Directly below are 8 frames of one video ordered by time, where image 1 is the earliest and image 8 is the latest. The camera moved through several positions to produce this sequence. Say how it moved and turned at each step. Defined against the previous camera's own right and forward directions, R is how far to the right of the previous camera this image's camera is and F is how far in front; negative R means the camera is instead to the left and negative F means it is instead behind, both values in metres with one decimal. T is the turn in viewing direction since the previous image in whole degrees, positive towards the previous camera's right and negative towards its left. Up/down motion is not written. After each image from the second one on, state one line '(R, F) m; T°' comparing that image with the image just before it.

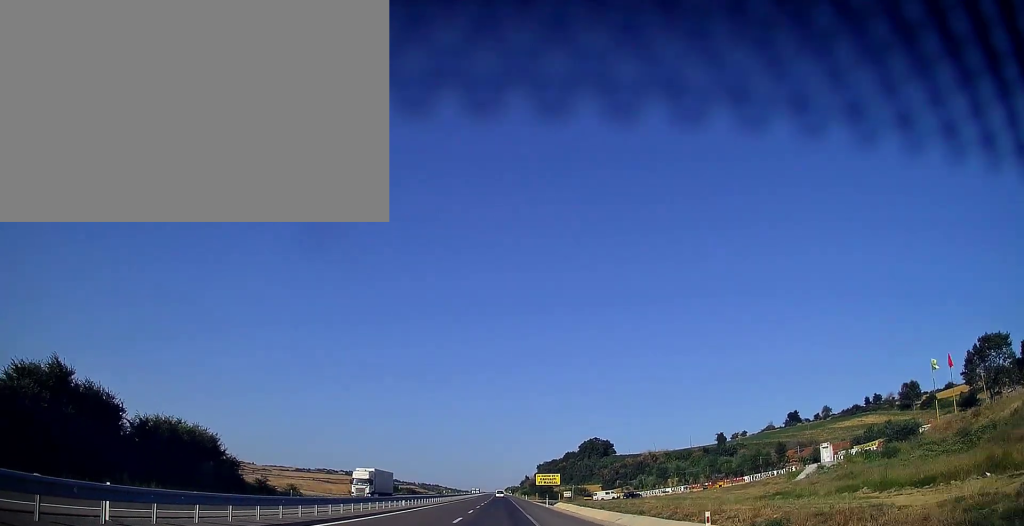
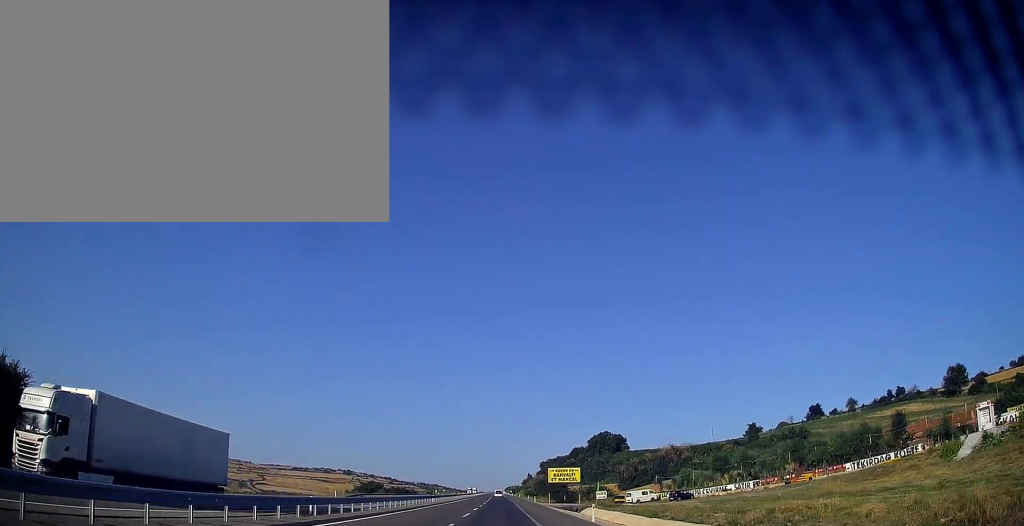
(0.0, +30.6) m; 0°
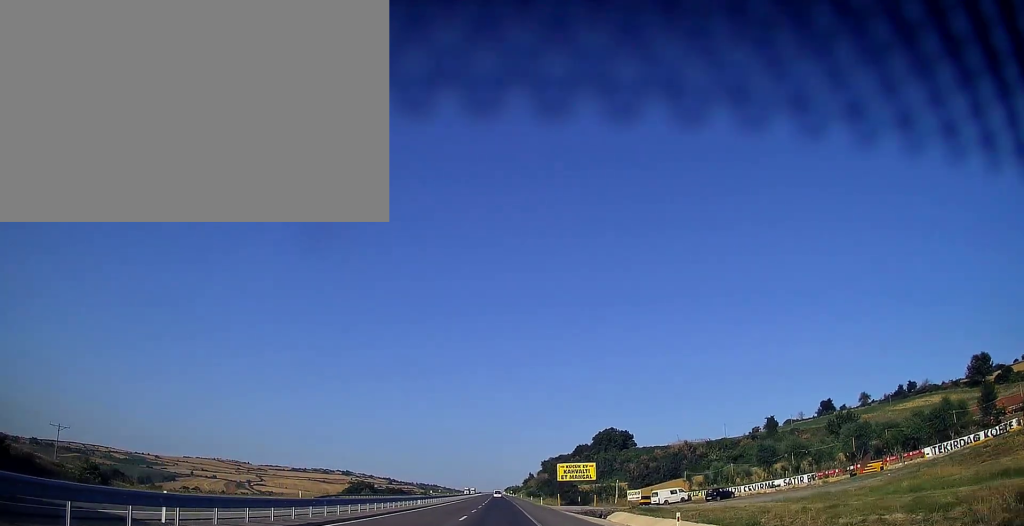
(0.0, +13.8) m; 0°
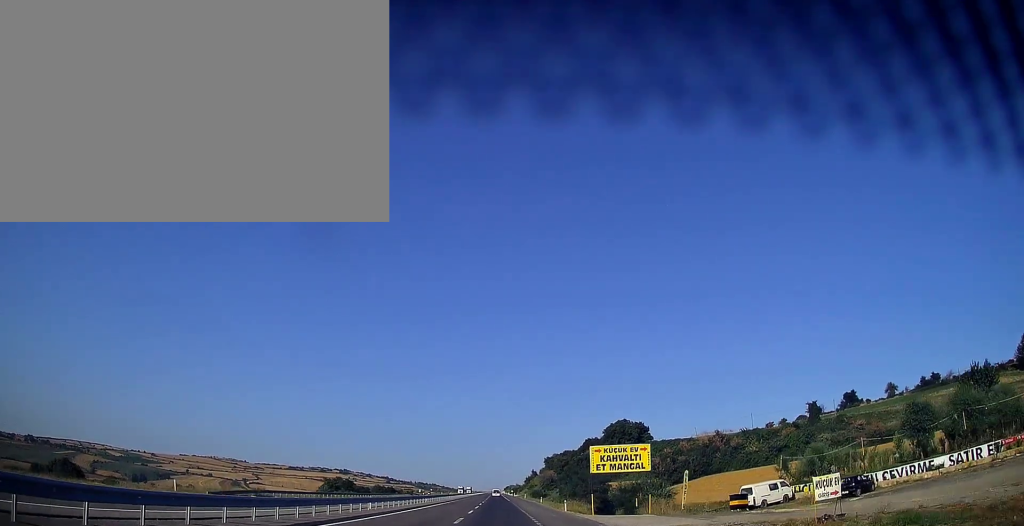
(0.0, +28.6) m; 0°
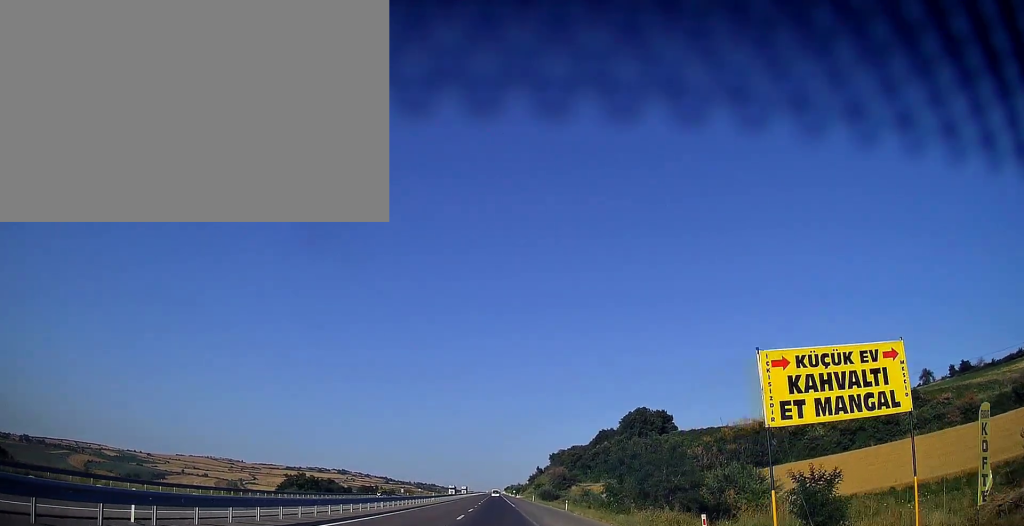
(+0.2, +31.5) m; 0°
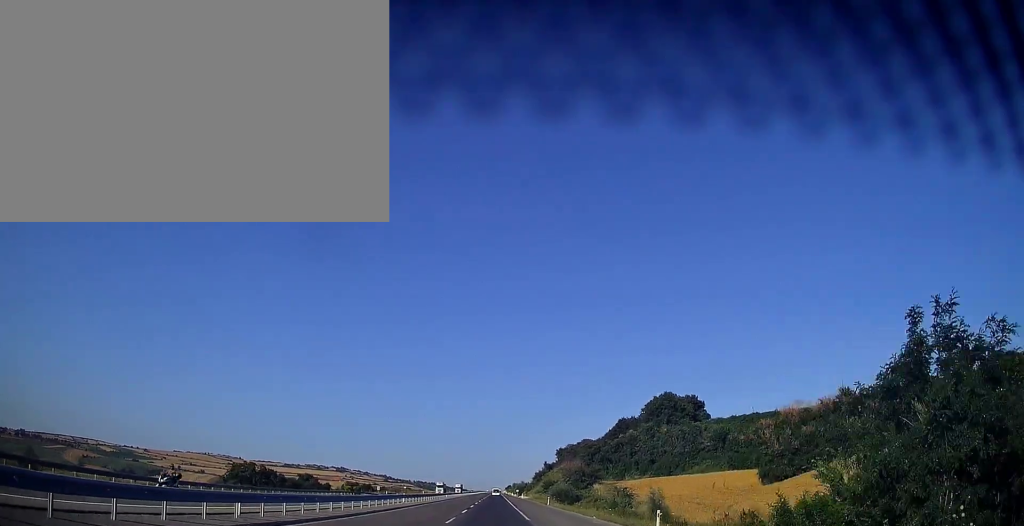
(-0.2, +28.5) m; 0°
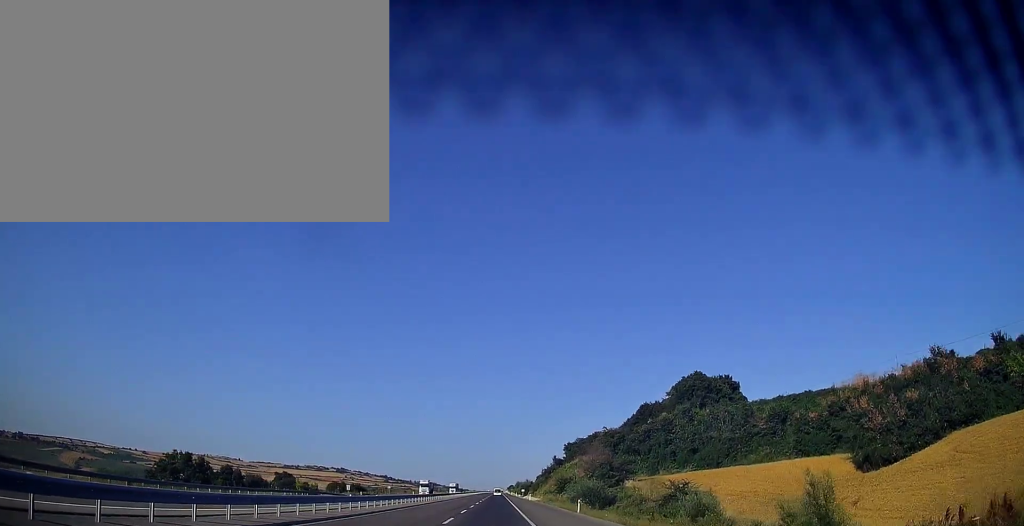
(0.0, +24.5) m; 0°
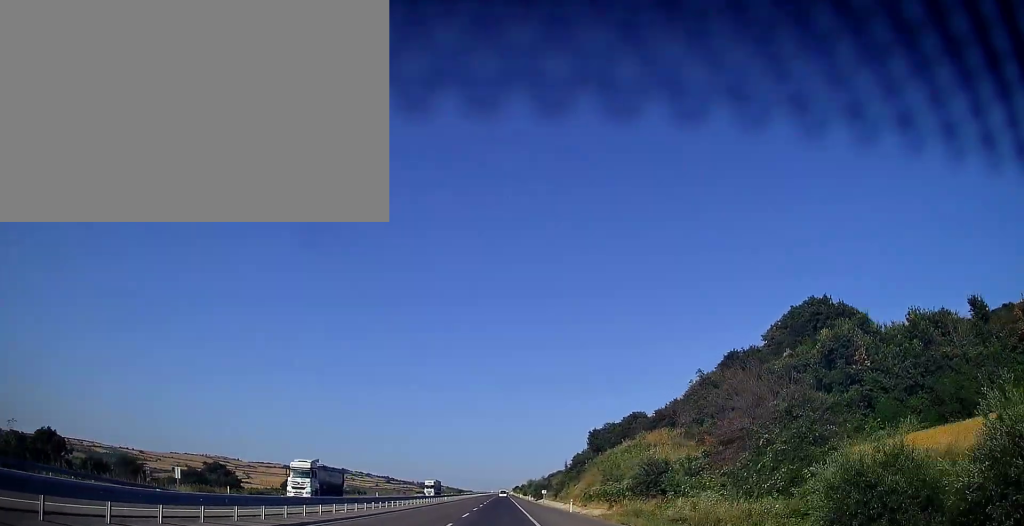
(-0.1, +51.9) m; 0°
